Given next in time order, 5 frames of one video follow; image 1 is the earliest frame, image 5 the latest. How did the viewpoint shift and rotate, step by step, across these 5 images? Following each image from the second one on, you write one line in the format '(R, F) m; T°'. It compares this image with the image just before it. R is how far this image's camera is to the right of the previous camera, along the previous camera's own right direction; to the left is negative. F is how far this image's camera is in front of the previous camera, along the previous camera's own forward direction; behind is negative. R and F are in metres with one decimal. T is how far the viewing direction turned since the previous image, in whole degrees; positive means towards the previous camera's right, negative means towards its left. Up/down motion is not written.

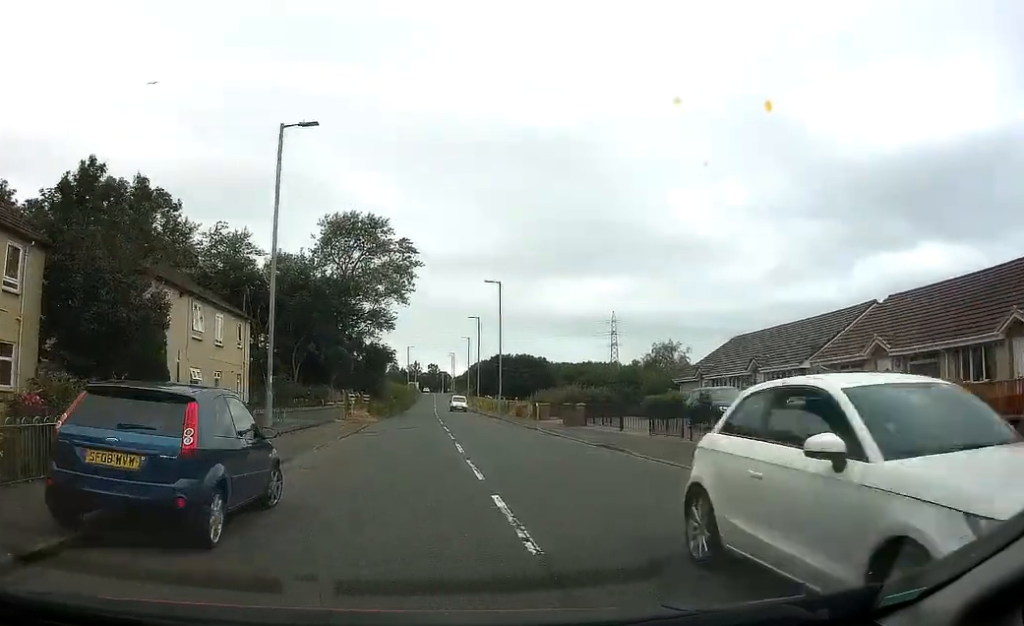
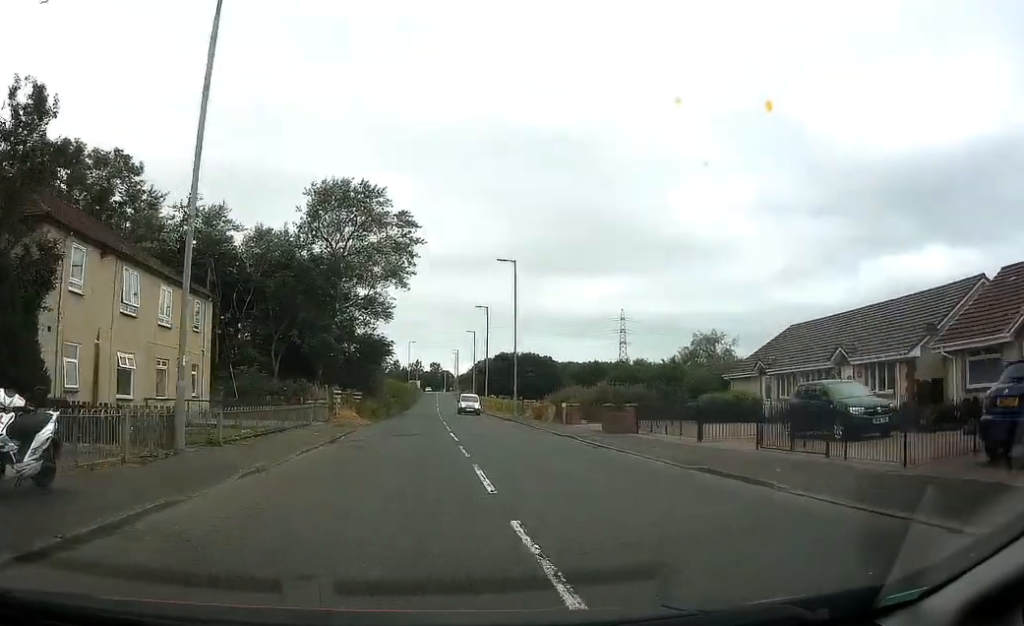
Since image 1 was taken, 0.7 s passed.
(0.0, +7.8) m; 0°
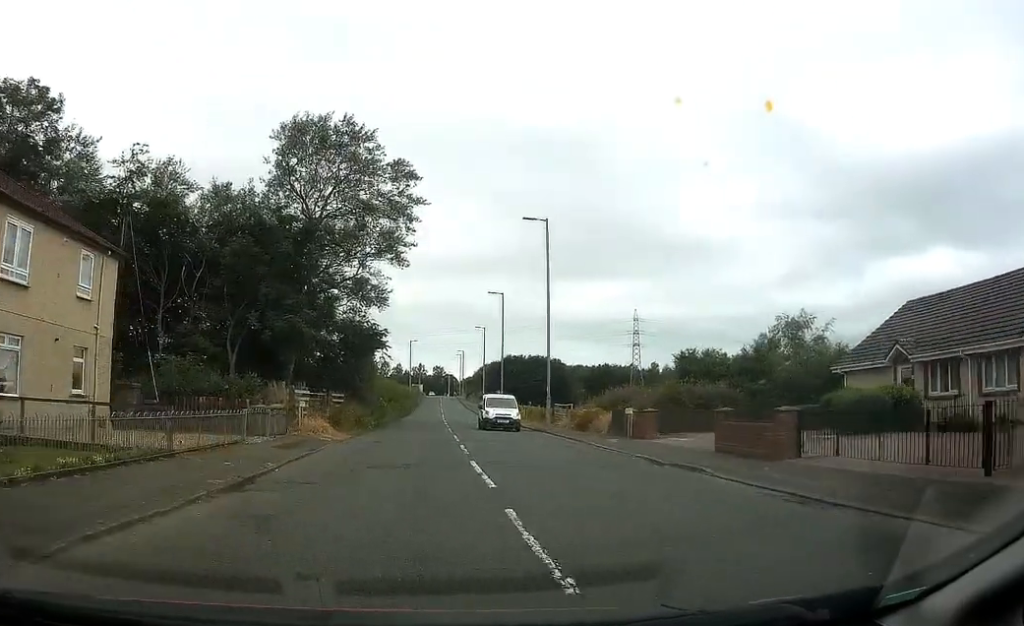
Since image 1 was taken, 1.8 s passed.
(0.0, +11.6) m; 0°
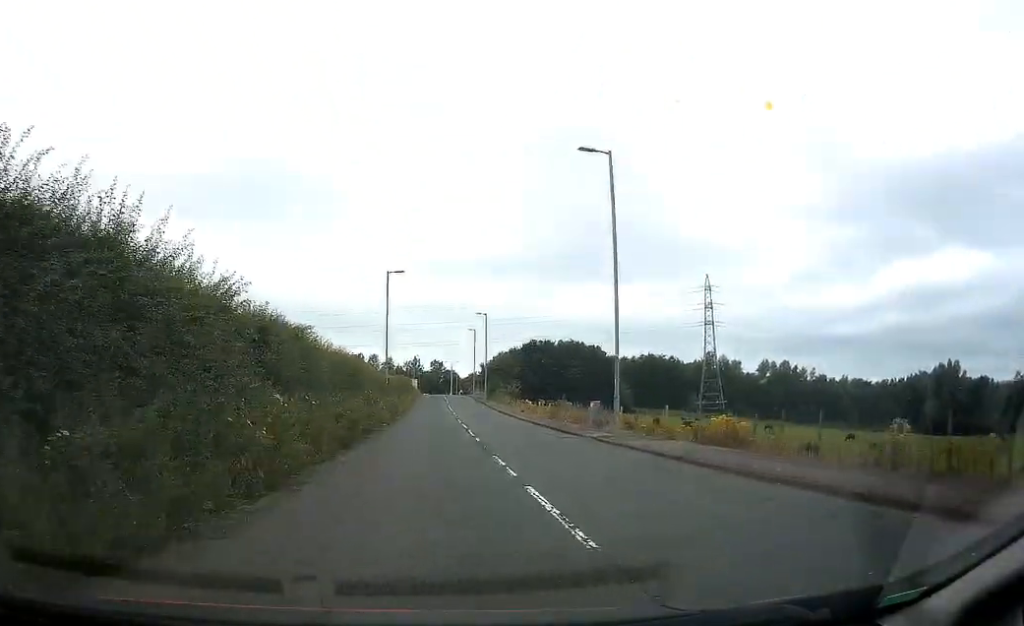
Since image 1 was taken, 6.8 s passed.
(-1.1, +59.3) m; -1°
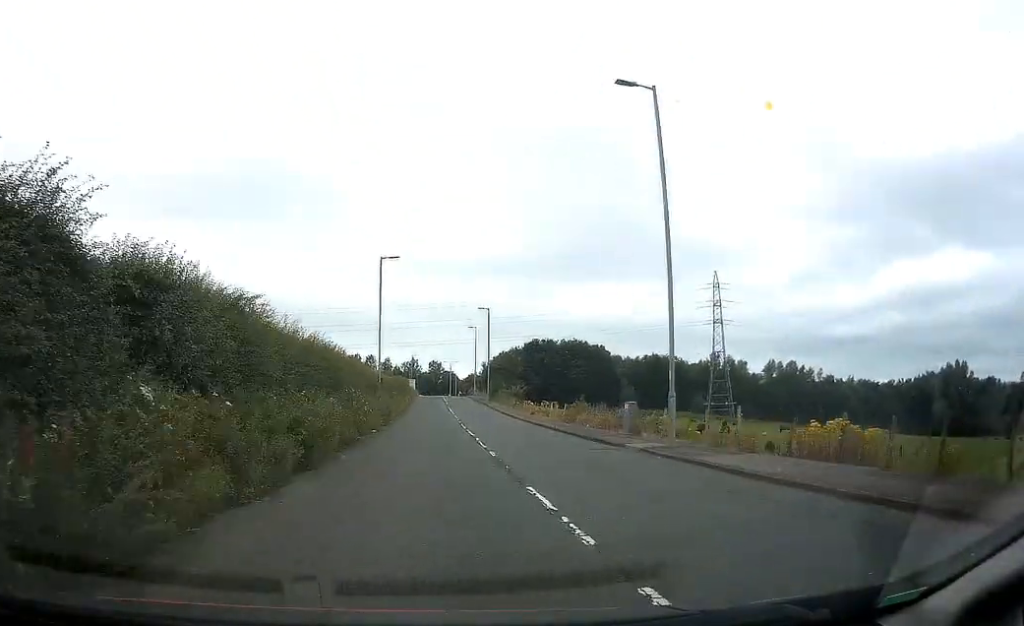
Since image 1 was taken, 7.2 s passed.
(+0.1, +5.9) m; 0°
